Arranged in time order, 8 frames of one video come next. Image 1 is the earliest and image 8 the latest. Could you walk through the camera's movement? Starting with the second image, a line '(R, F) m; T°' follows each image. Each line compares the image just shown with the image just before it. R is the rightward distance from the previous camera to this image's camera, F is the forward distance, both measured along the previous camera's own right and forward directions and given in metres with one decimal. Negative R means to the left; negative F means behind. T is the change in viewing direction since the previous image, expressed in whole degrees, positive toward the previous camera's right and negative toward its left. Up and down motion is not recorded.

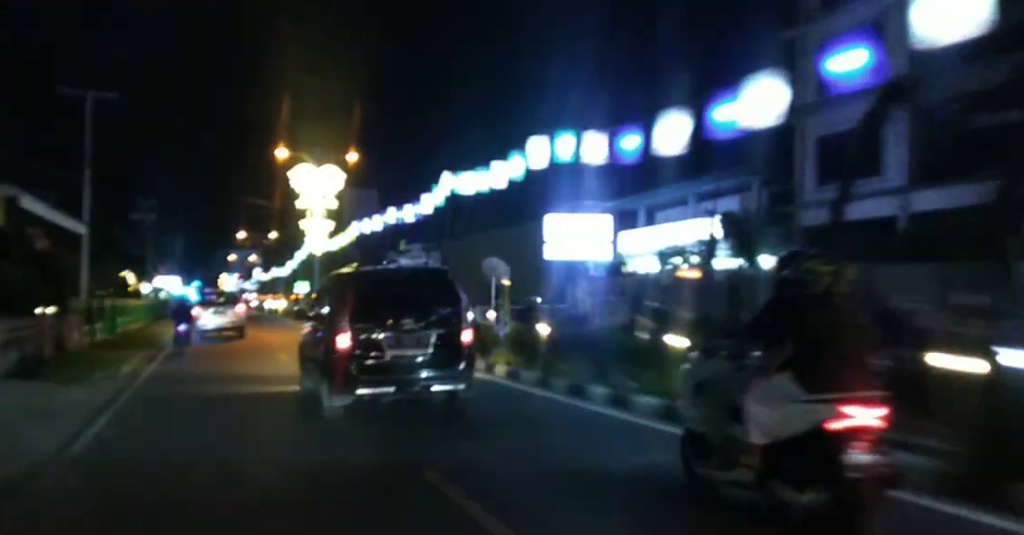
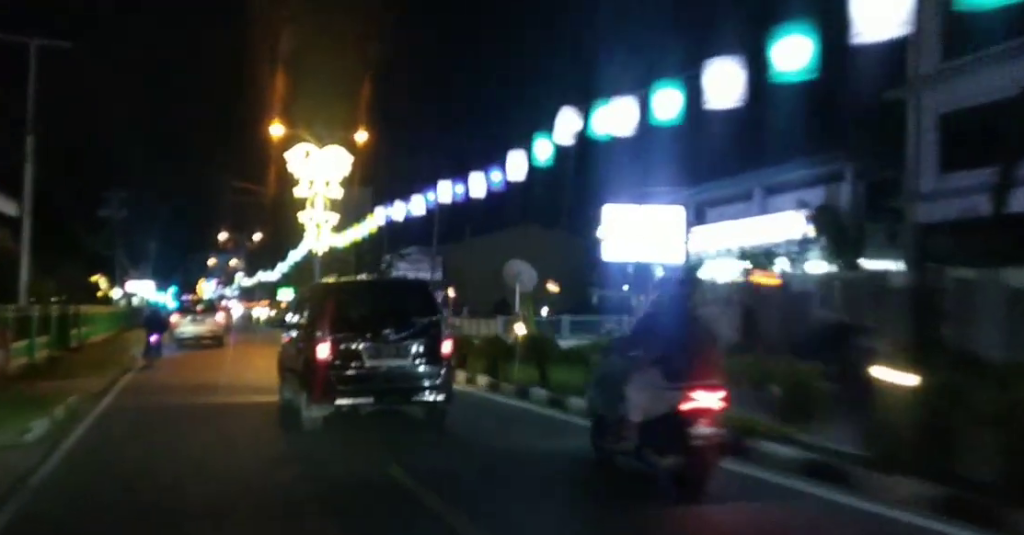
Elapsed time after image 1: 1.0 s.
(-0.1, +7.5) m; +1°
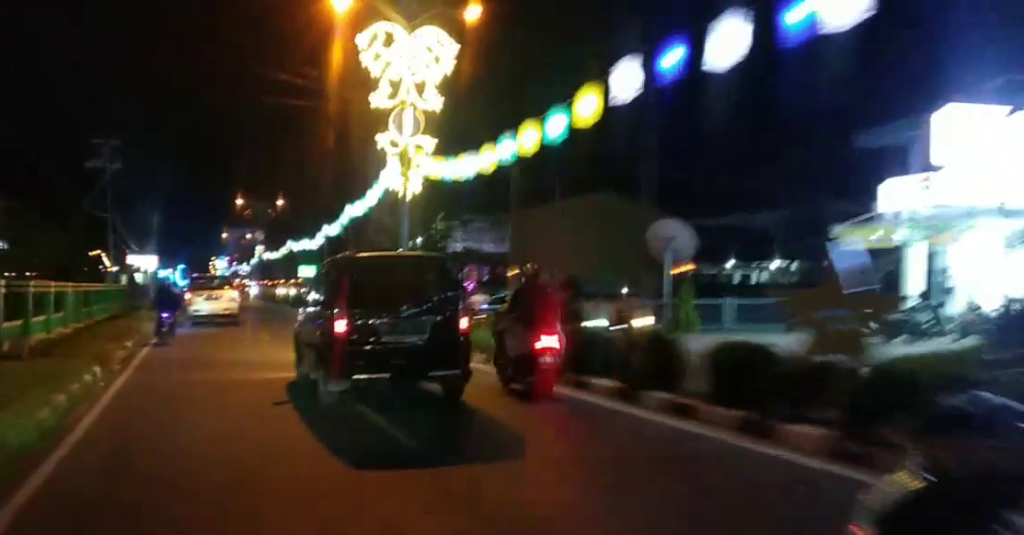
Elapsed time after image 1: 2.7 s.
(+0.3, +13.3) m; +2°
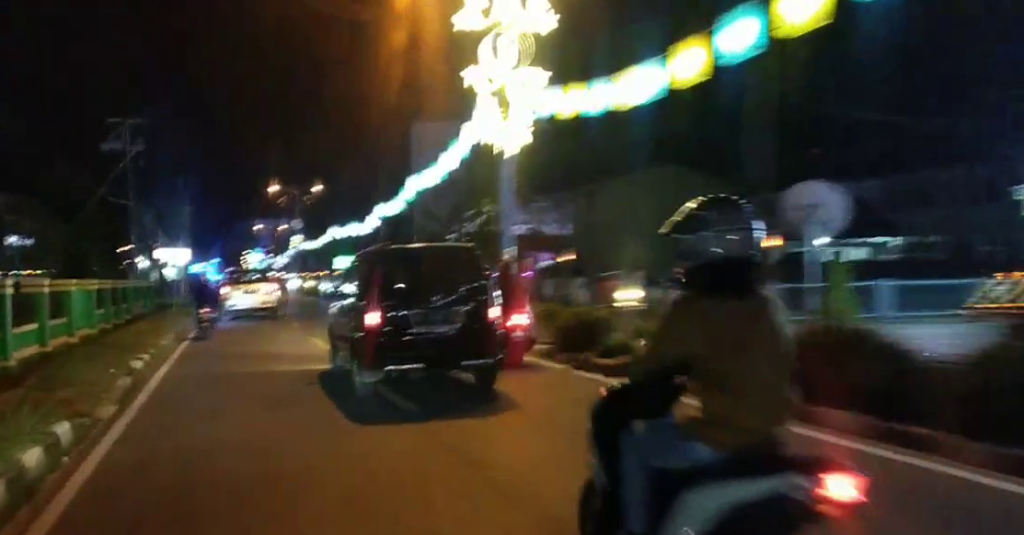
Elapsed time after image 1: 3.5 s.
(+0.3, +6.1) m; +2°
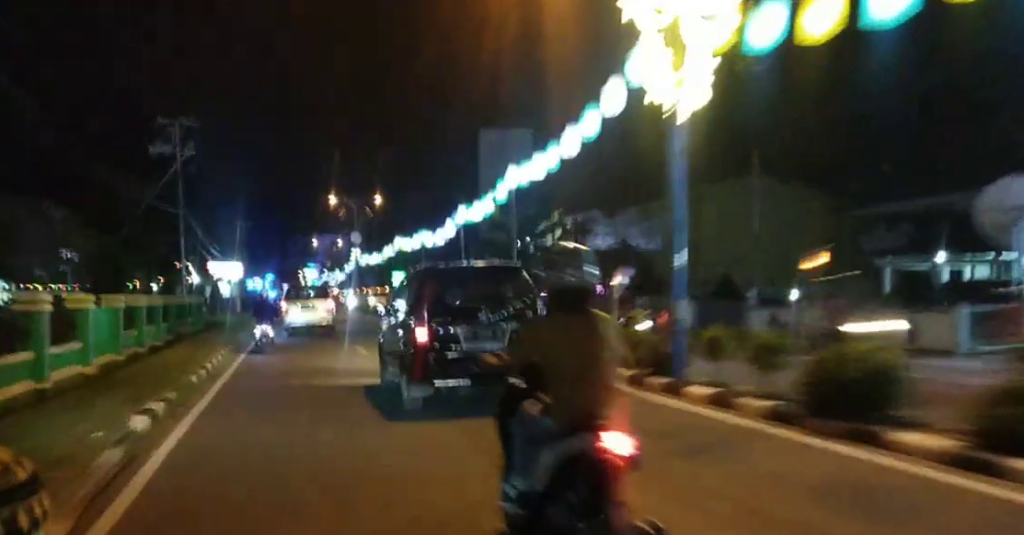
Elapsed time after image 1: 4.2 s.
(-0.1, +5.2) m; +1°
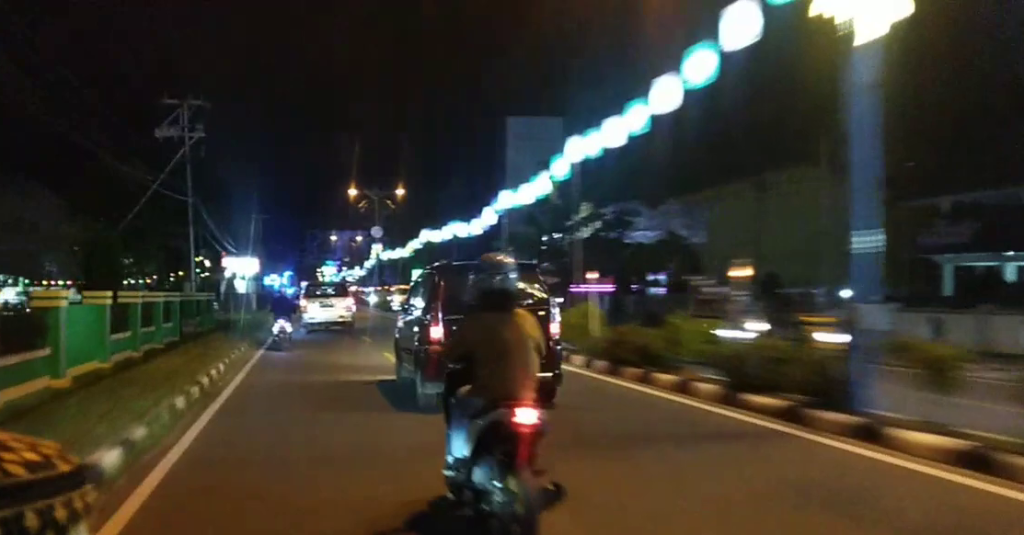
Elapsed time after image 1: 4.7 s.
(0.0, +3.4) m; 0°
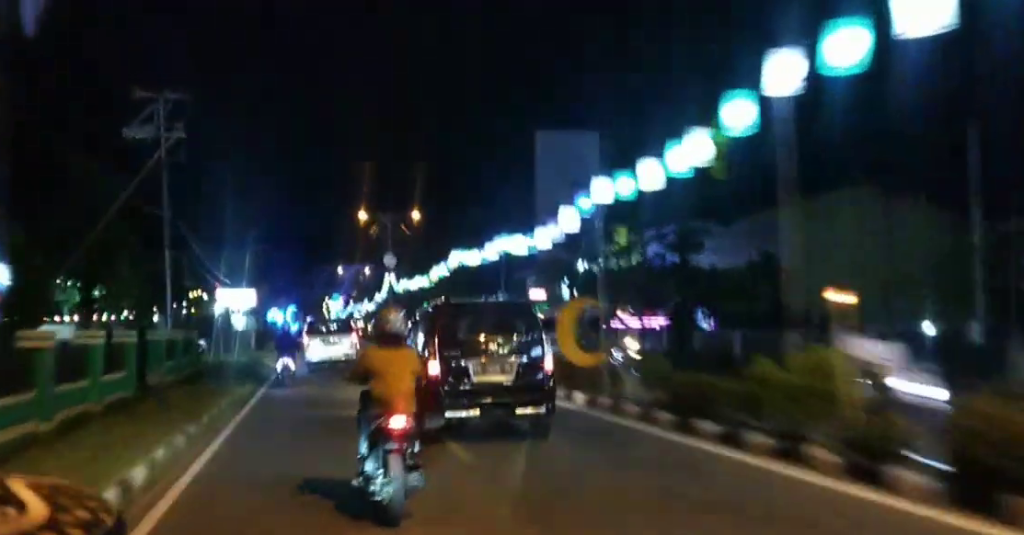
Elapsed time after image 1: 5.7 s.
(+0.2, +7.2) m; 0°
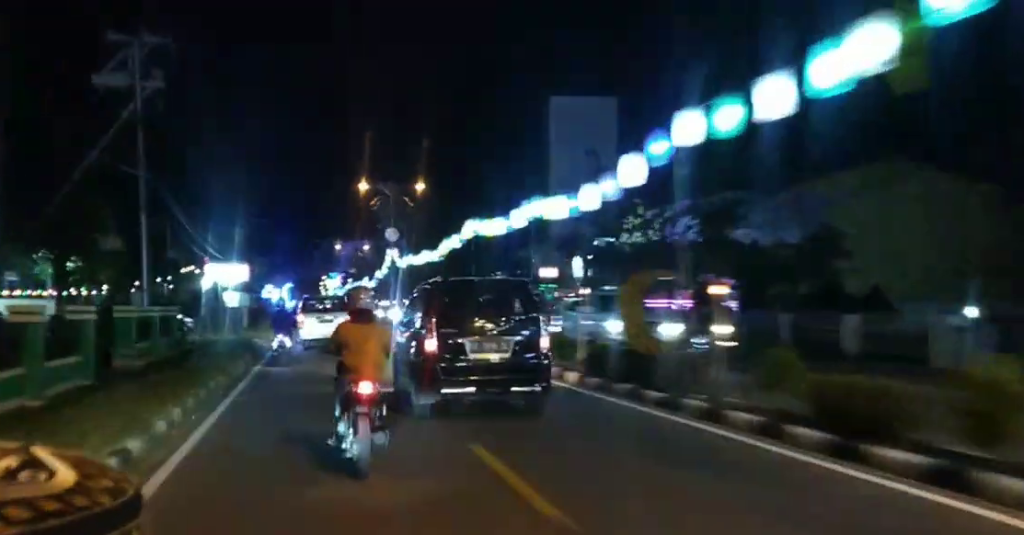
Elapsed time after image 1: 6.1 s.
(-0.2, +3.4) m; 0°
